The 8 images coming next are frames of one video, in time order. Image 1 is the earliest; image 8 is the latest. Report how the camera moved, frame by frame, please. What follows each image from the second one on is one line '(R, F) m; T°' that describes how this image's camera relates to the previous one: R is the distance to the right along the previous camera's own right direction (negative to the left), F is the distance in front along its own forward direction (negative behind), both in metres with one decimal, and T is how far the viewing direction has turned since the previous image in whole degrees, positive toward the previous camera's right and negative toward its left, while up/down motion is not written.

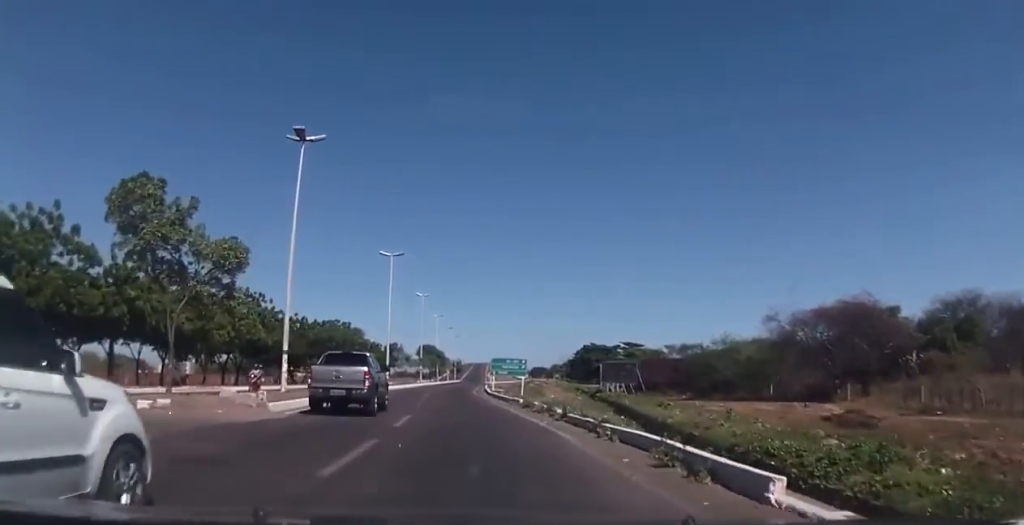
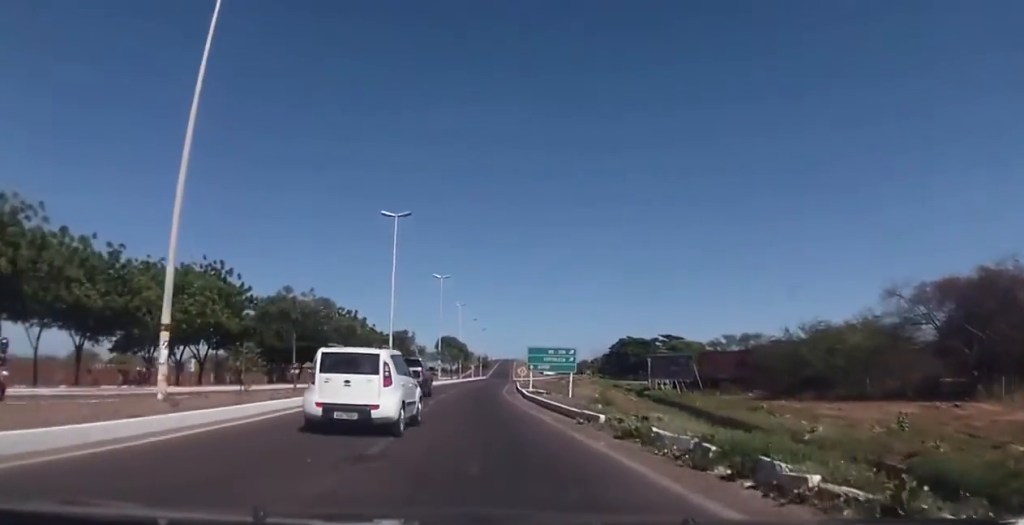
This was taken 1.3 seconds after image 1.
(-0.3, +13.5) m; -3°
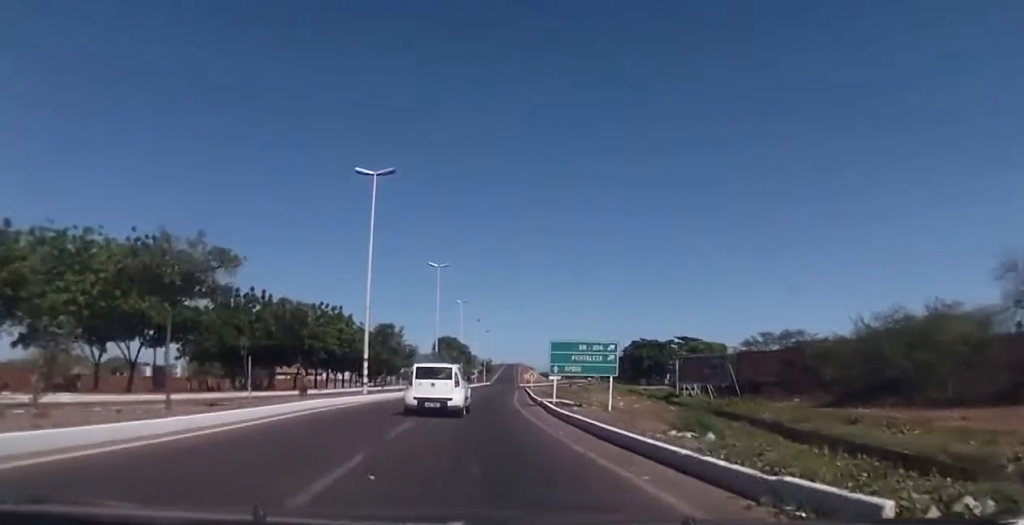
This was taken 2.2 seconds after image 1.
(-0.1, +10.9) m; 0°
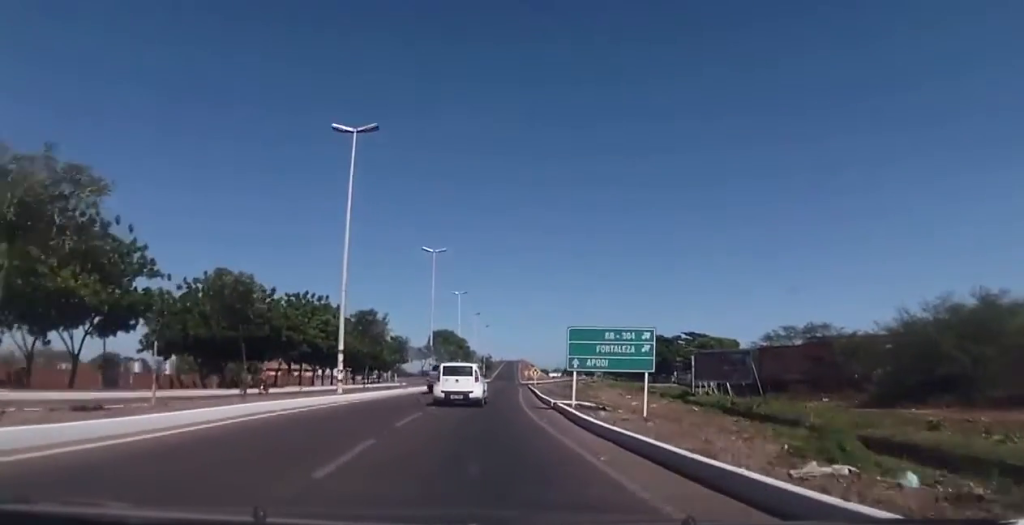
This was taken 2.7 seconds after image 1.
(0.0, +6.1) m; 0°
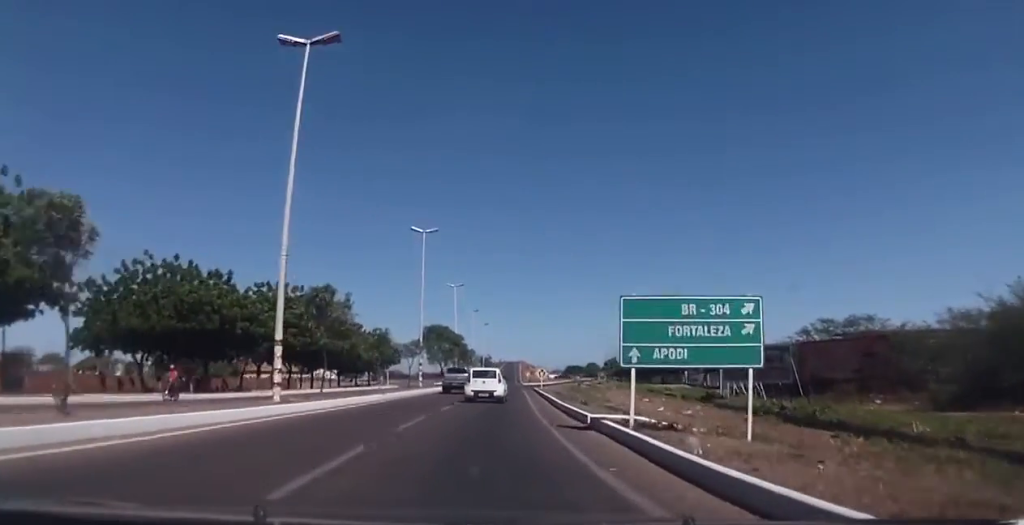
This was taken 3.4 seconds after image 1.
(+0.1, +9.0) m; +1°
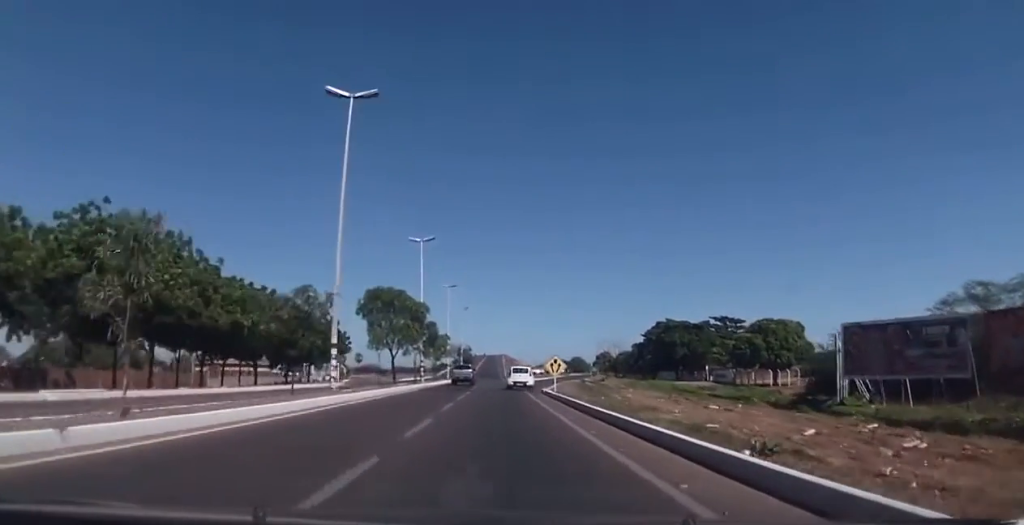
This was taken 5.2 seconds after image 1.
(0.0, +25.5) m; +1°
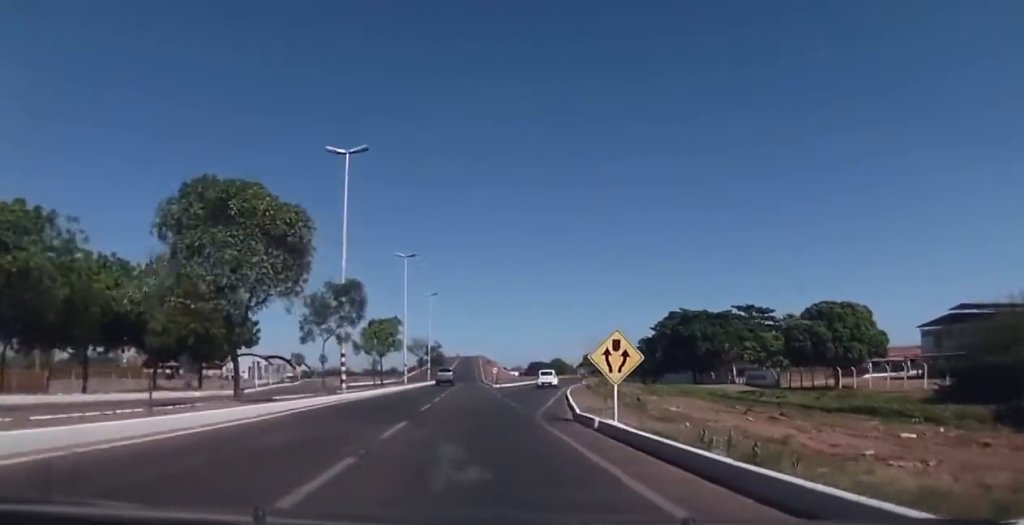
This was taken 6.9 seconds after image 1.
(+0.5, +25.8) m; +2°
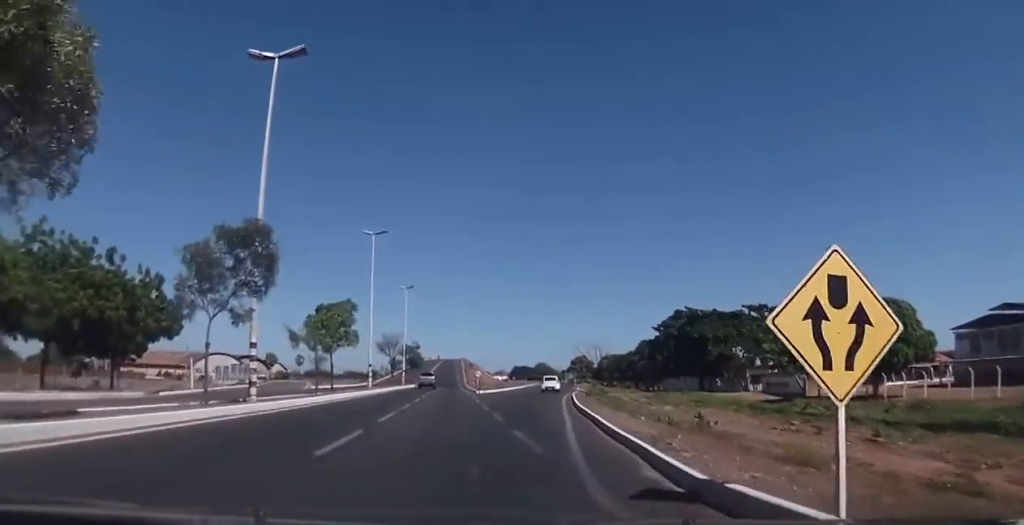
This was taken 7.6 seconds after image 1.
(+0.1, +12.2) m; +1°
